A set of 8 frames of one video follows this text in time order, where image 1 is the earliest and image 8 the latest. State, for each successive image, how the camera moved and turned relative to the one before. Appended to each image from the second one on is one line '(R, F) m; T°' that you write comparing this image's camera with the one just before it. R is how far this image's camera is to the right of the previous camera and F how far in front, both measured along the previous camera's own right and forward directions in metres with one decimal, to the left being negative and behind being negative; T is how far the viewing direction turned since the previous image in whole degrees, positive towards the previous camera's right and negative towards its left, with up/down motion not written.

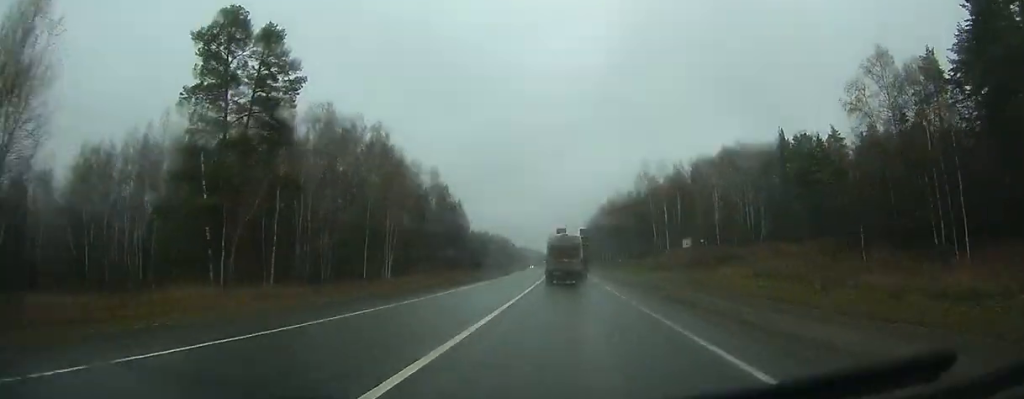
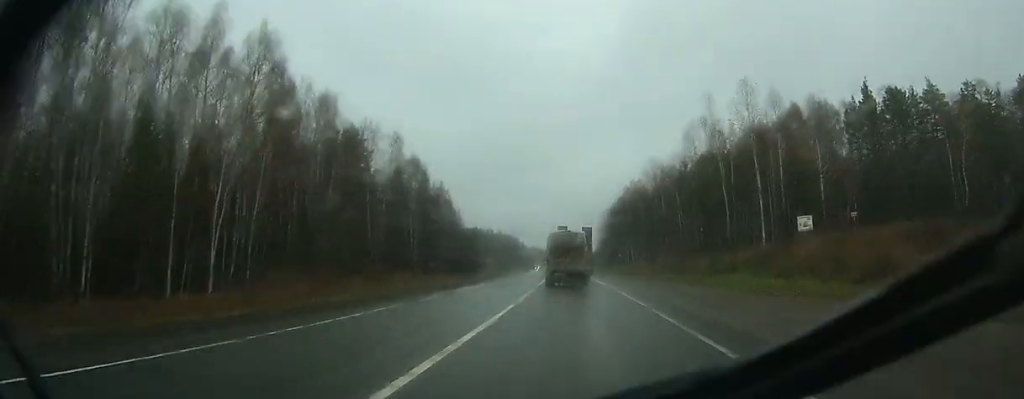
(-0.4, +37.6) m; -1°
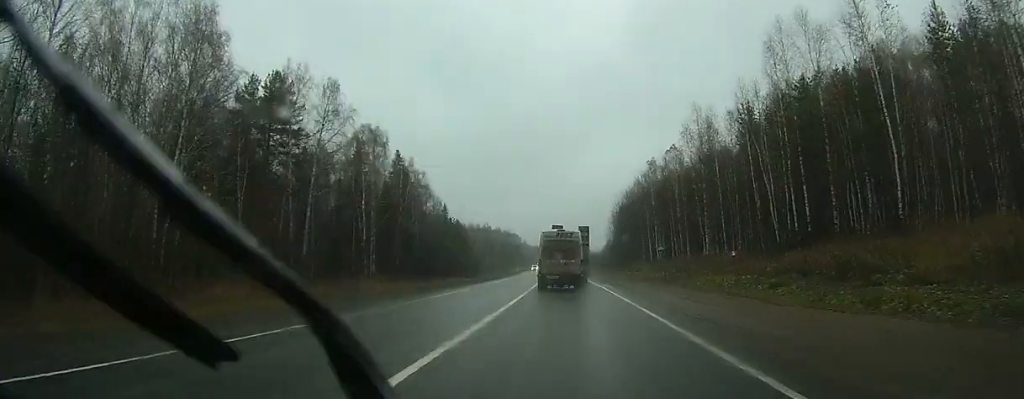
(-0.3, +29.2) m; -1°
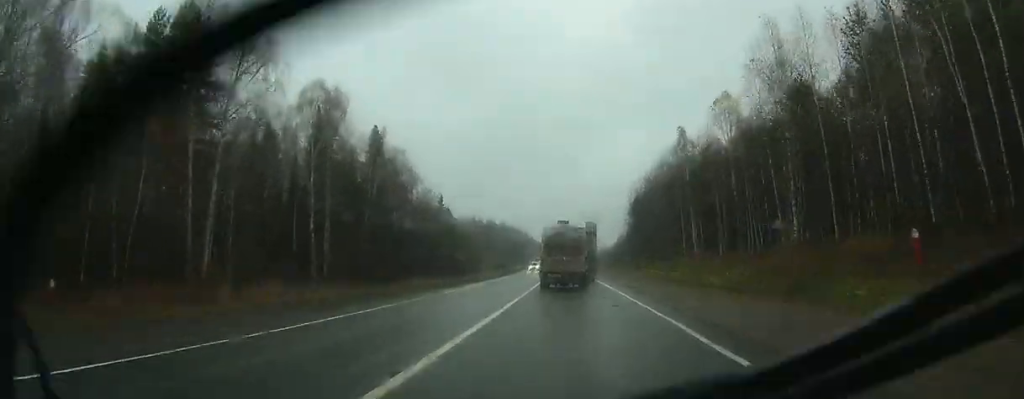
(-0.1, +21.4) m; -1°
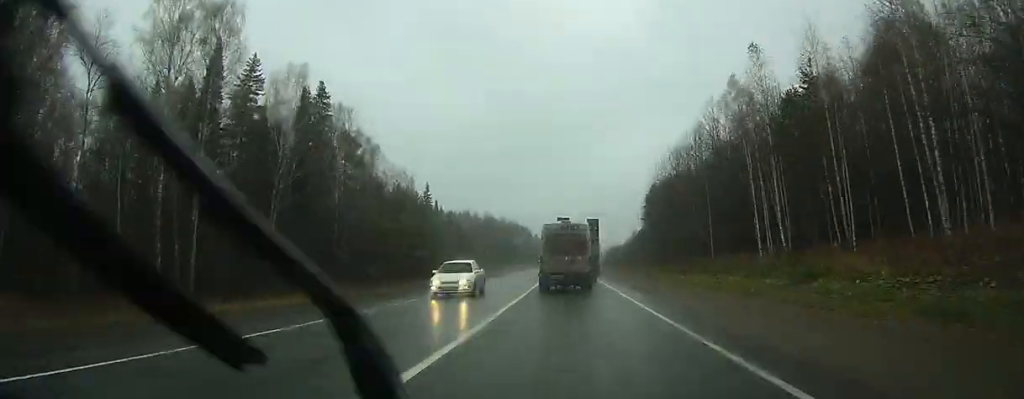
(-0.2, +28.0) m; 0°
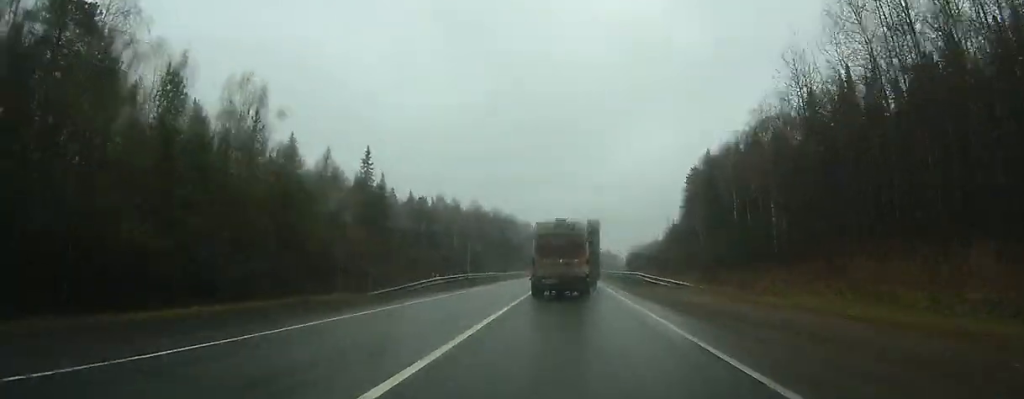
(+0.4, +60.9) m; 0°
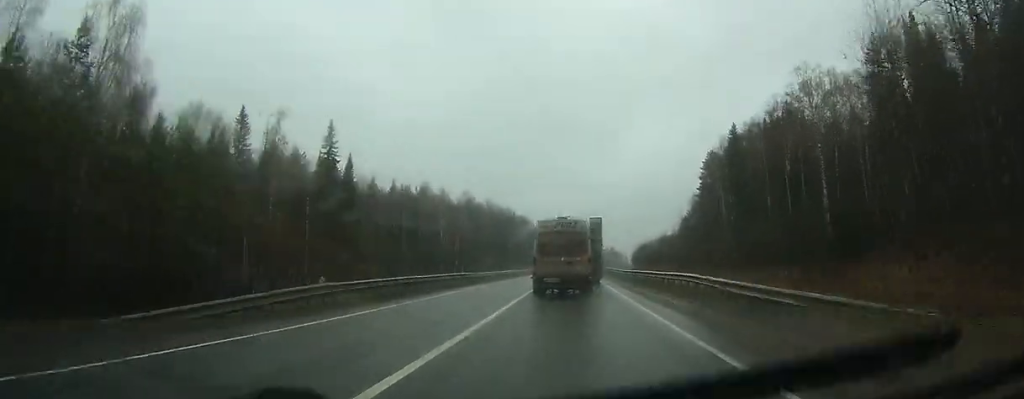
(+0.1, +19.3) m; -1°
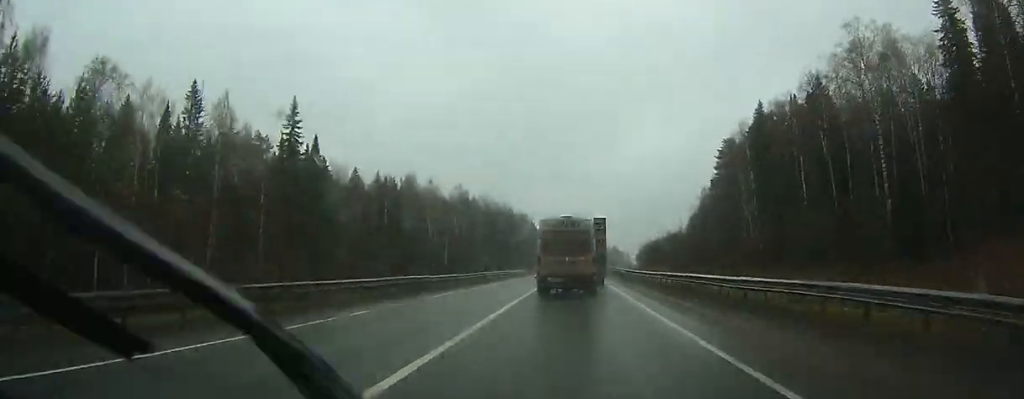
(-0.2, +14.6) m; -1°
